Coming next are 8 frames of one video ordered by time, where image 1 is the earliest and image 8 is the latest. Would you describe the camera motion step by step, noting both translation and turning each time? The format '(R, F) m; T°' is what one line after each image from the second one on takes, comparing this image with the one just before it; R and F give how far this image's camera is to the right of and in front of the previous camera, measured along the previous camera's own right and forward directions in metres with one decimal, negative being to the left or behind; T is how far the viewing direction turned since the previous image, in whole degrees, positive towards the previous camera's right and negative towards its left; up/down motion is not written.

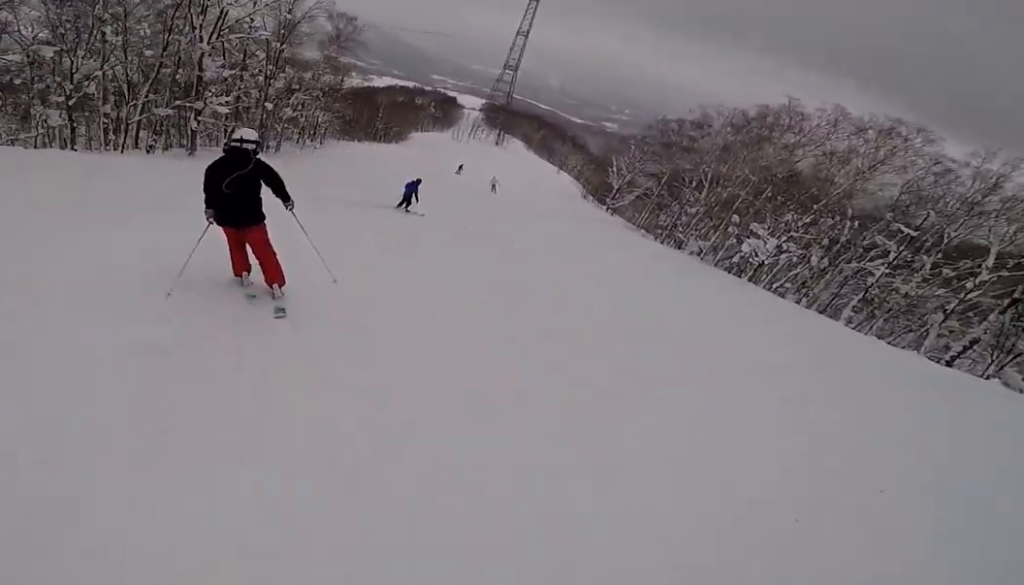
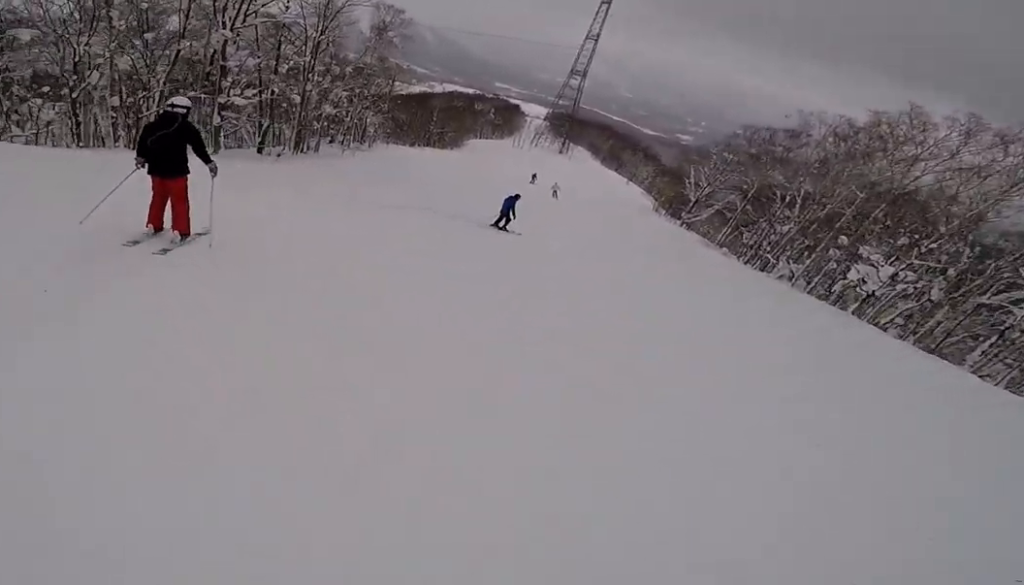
(-1.1, +4.0) m; -7°
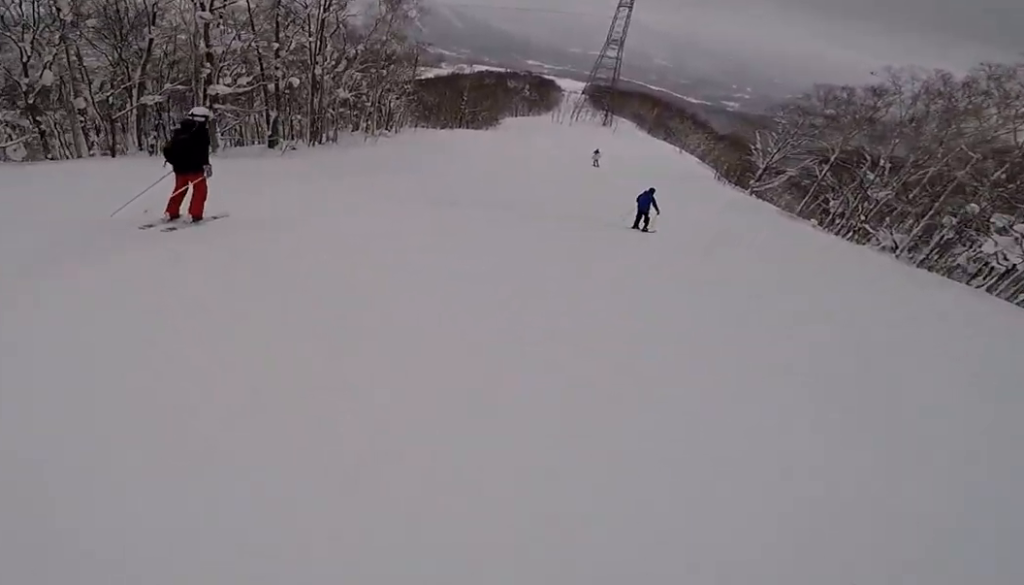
(-0.6, +4.6) m; -7°
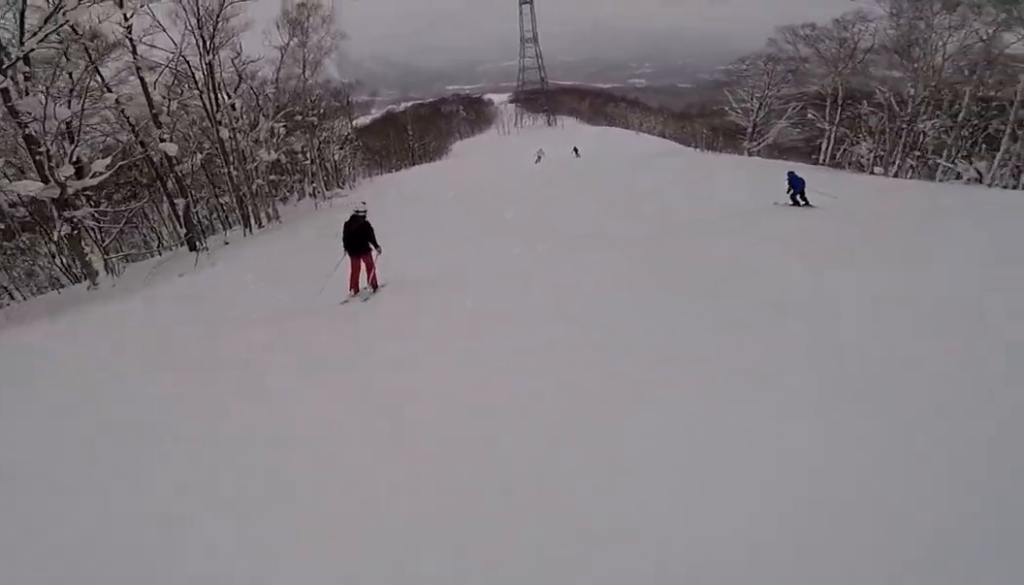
(+0.2, +10.2) m; +7°
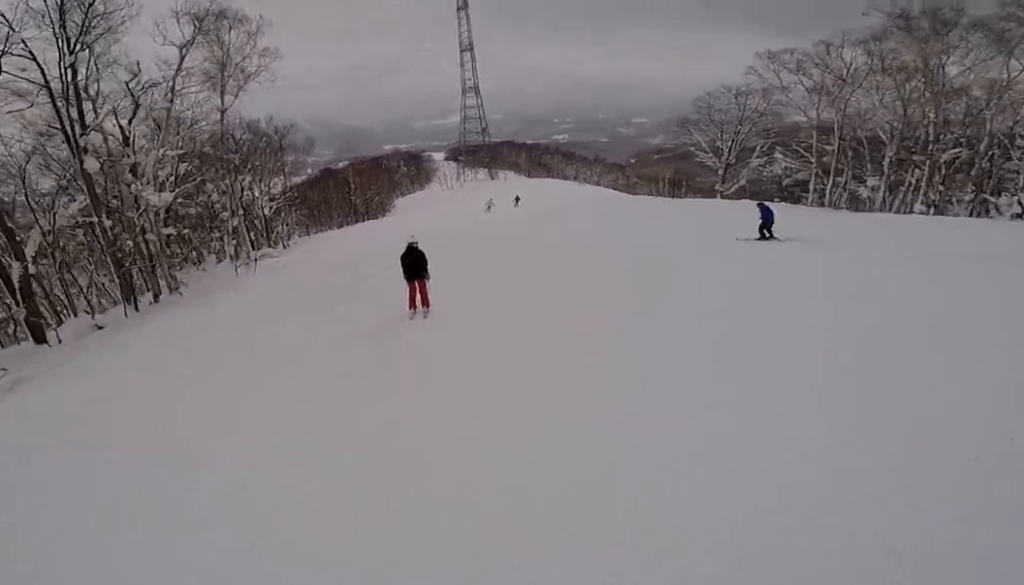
(+0.8, +7.9) m; +4°
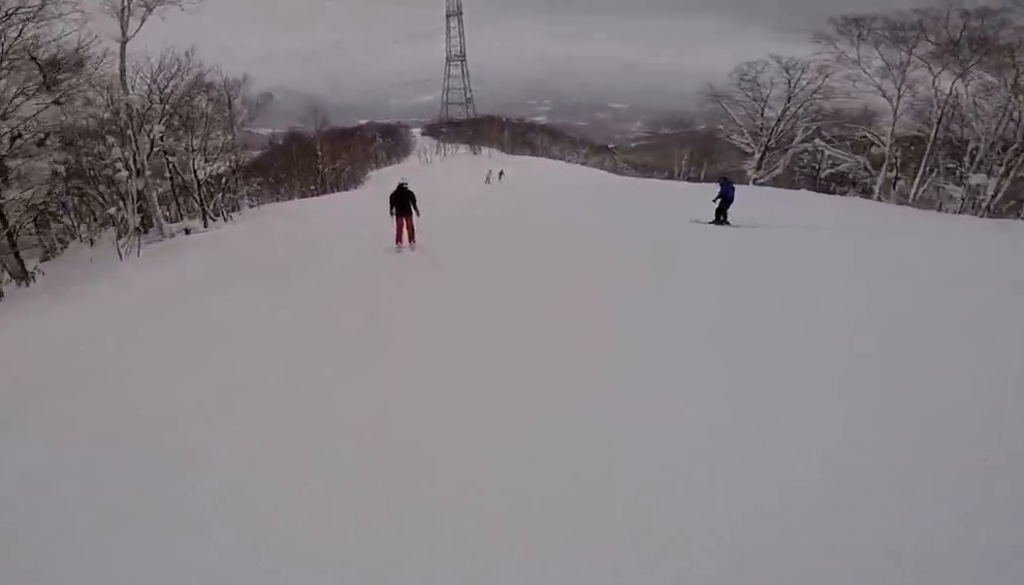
(0.0, +8.1) m; +3°
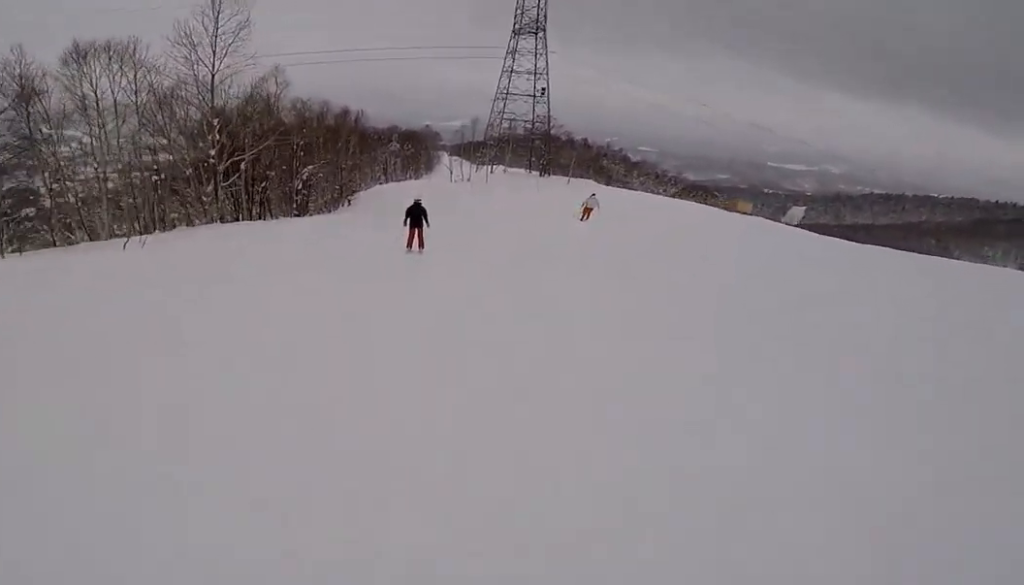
(+2.2, +43.6) m; 0°
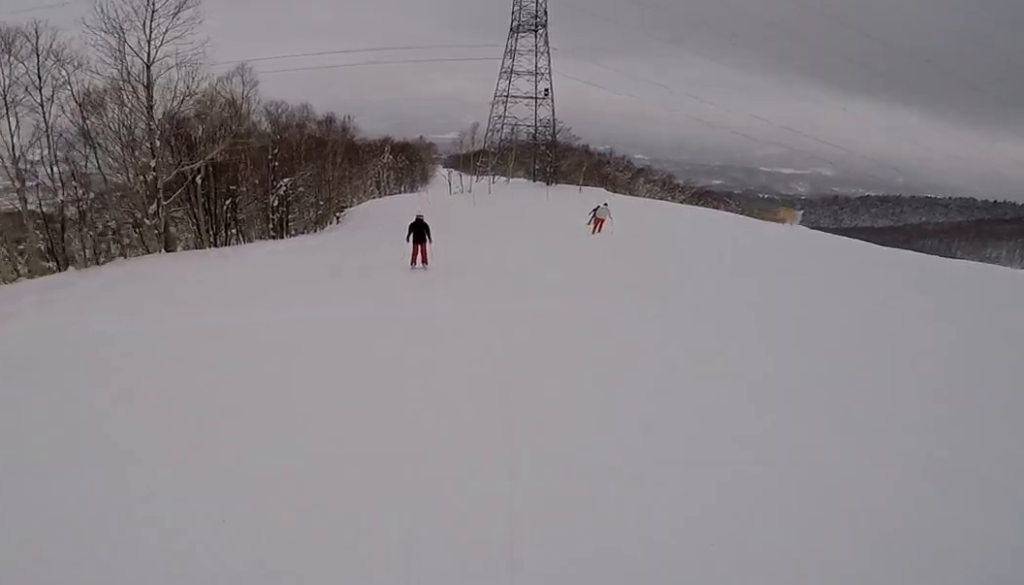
(-0.4, +6.3) m; -2°
